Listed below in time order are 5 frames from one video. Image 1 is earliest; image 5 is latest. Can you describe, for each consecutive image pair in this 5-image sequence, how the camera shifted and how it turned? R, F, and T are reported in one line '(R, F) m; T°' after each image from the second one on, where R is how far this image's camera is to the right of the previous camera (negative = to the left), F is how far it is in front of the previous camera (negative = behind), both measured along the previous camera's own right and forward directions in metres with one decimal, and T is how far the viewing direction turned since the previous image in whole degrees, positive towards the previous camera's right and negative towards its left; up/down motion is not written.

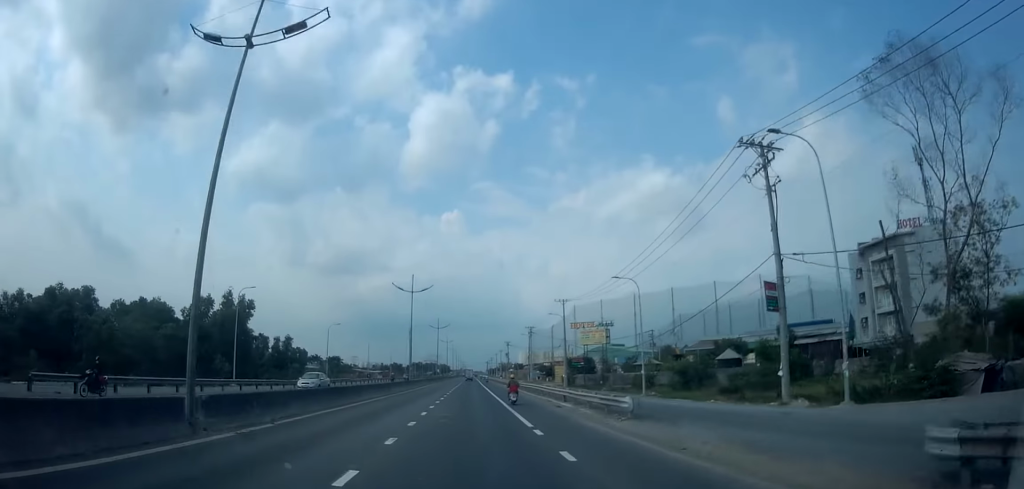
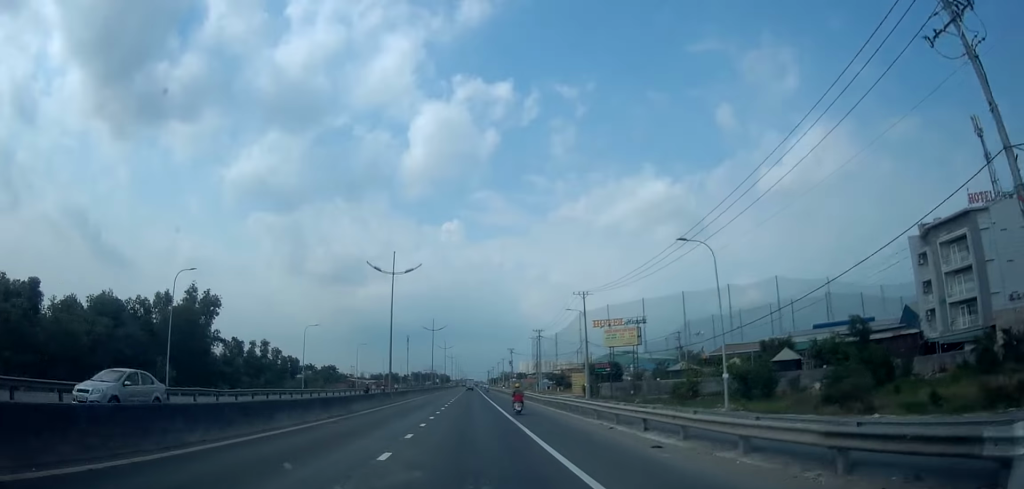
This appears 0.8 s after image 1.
(-0.3, +13.4) m; 0°
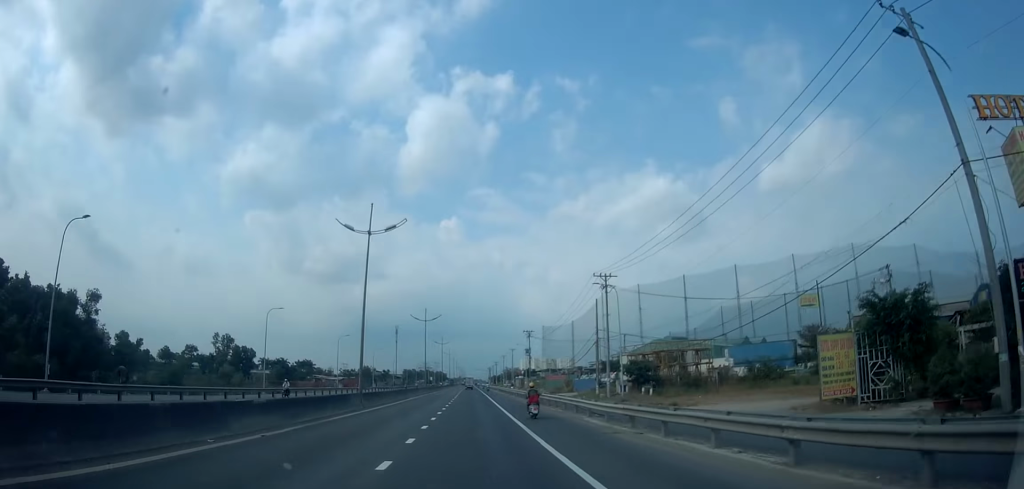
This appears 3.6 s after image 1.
(+1.8, +49.5) m; +2°
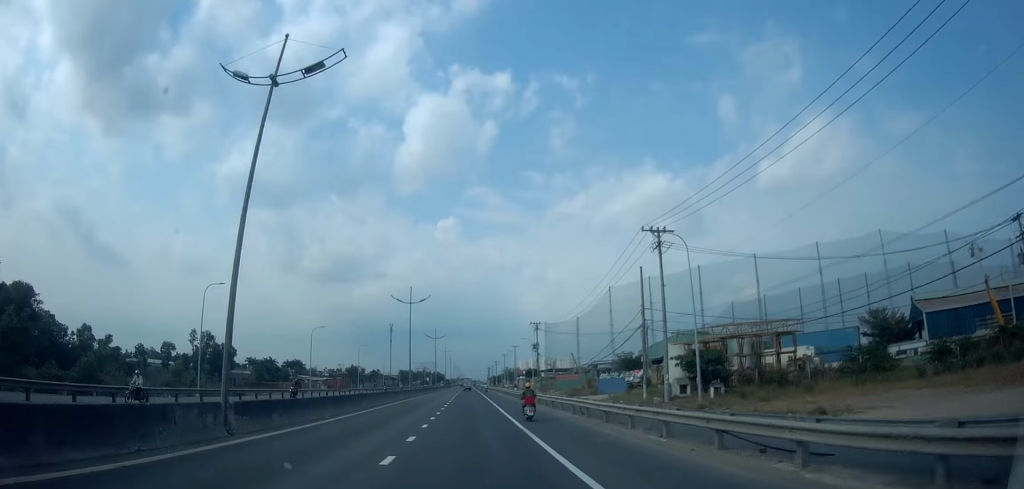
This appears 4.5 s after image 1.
(+0.1, +15.8) m; 0°
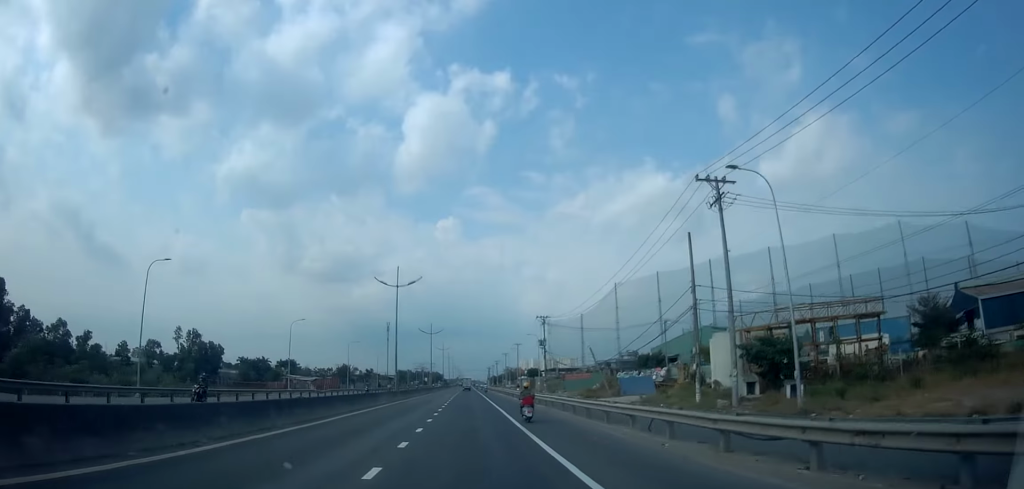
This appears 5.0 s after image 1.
(0.0, +9.6) m; 0°
